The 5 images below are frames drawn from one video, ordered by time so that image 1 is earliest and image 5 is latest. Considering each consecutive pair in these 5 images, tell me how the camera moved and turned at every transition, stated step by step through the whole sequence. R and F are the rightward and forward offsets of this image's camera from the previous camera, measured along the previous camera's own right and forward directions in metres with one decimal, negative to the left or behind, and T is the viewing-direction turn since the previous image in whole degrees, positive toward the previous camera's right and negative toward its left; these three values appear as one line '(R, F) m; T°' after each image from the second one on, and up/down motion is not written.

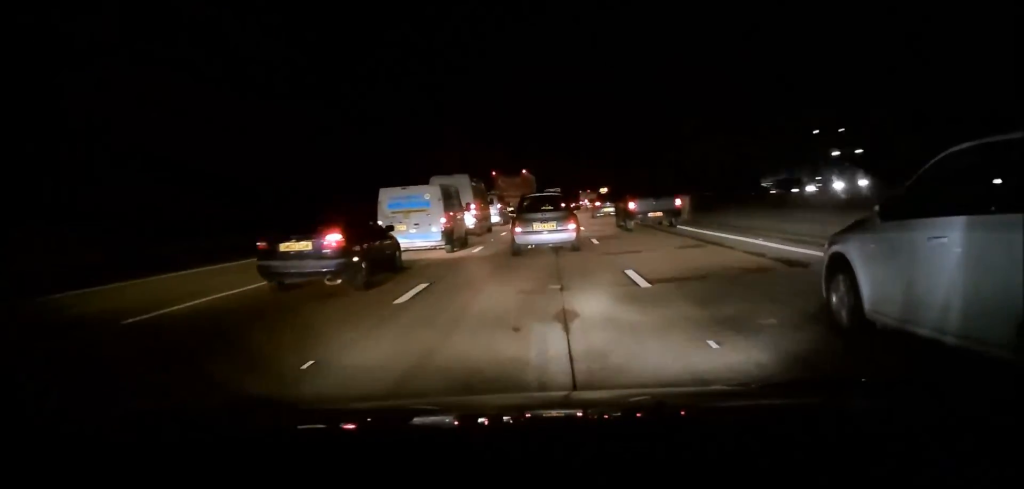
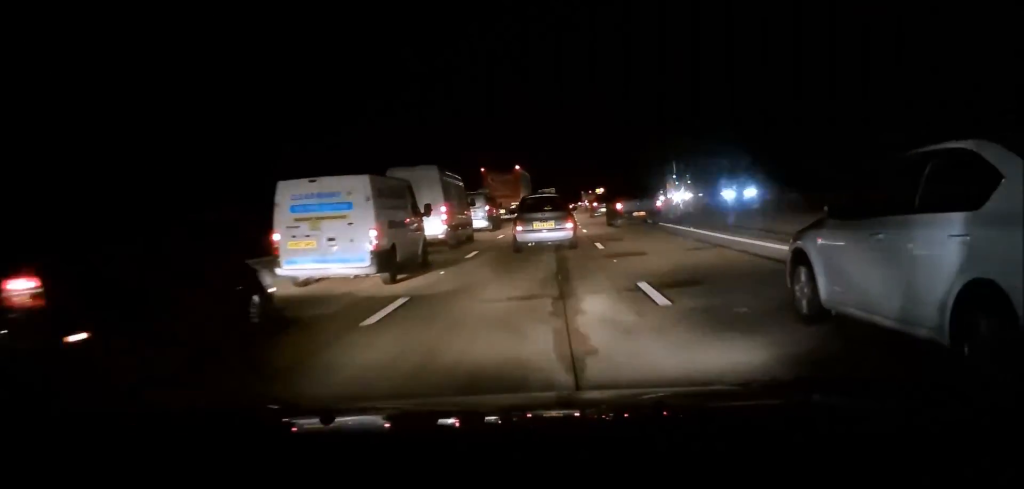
(+0.1, +11.1) m; +1°
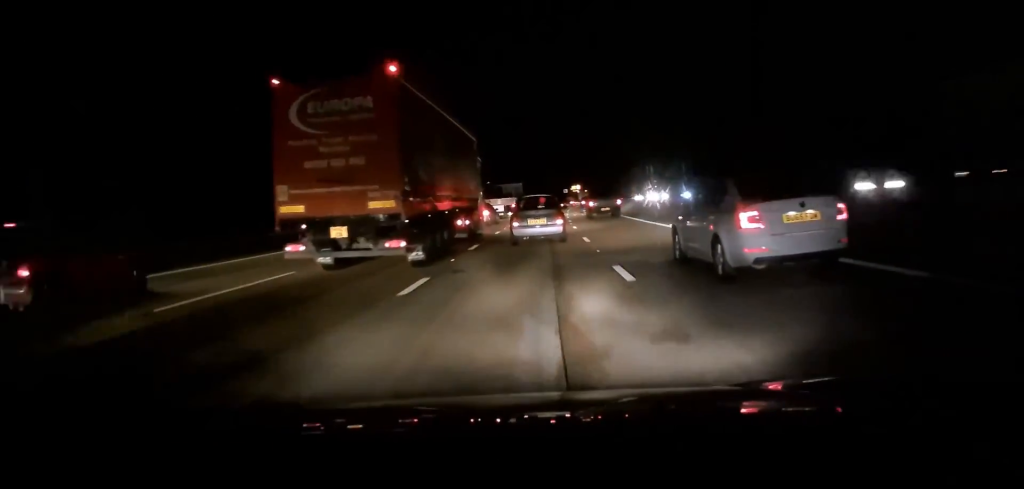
(+2.2, +47.3) m; +4°
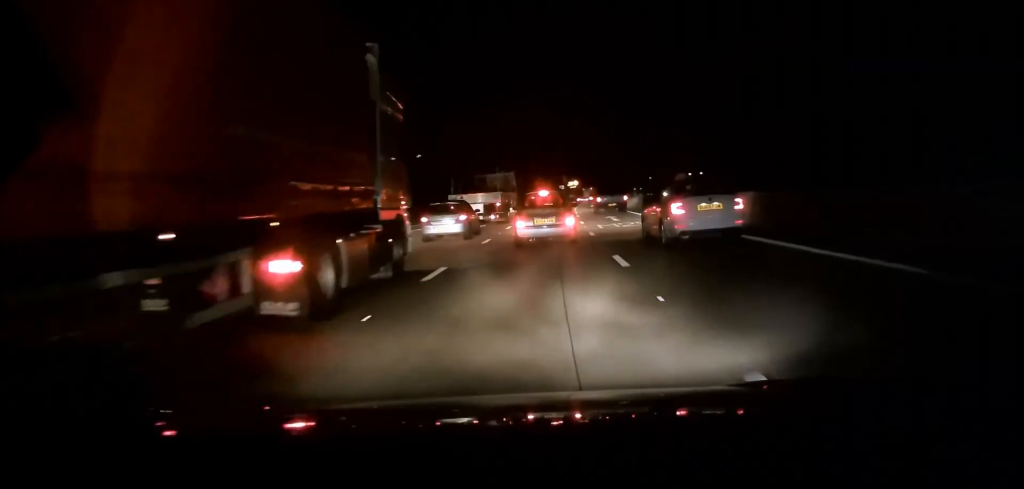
(+0.1, +23.5) m; +1°
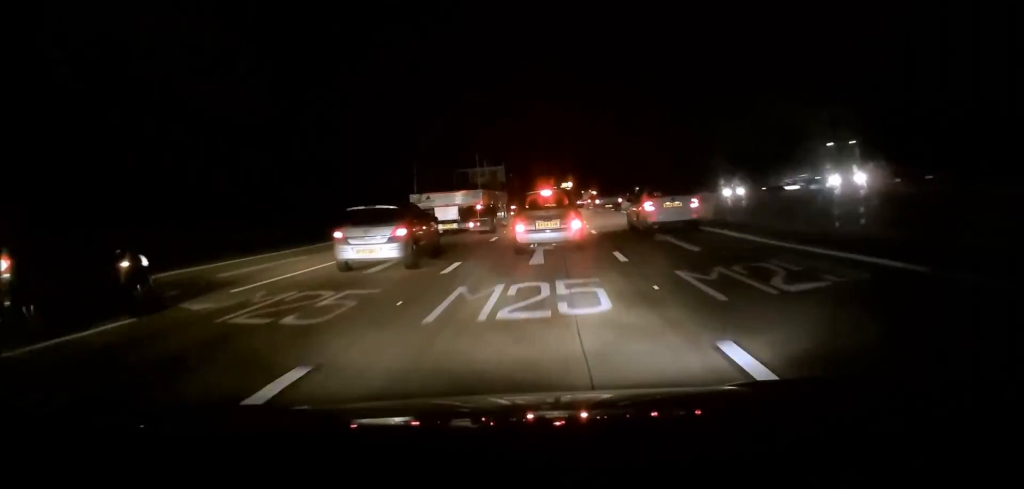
(+0.1, +17.1) m; +2°
